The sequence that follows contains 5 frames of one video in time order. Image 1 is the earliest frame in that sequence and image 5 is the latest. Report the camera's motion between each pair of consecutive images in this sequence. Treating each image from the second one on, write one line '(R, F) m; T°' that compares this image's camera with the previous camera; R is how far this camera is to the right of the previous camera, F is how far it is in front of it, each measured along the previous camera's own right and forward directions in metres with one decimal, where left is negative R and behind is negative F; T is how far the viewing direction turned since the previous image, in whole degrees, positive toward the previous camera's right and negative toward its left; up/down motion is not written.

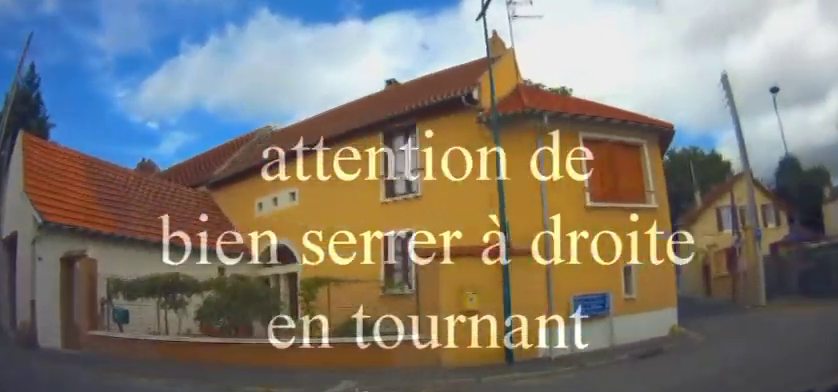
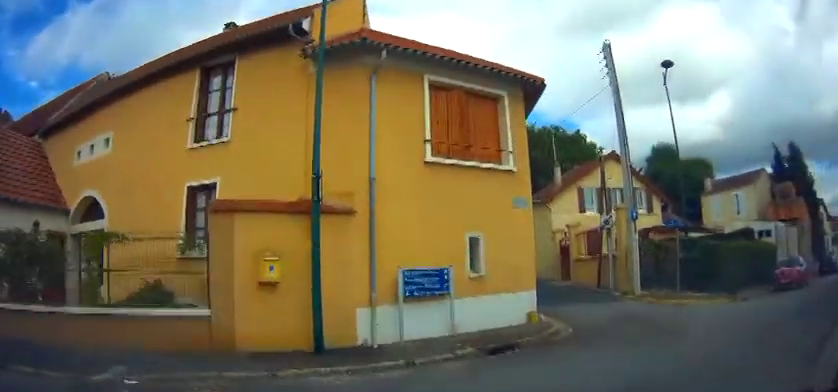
(+0.3, +2.0) m; +15°
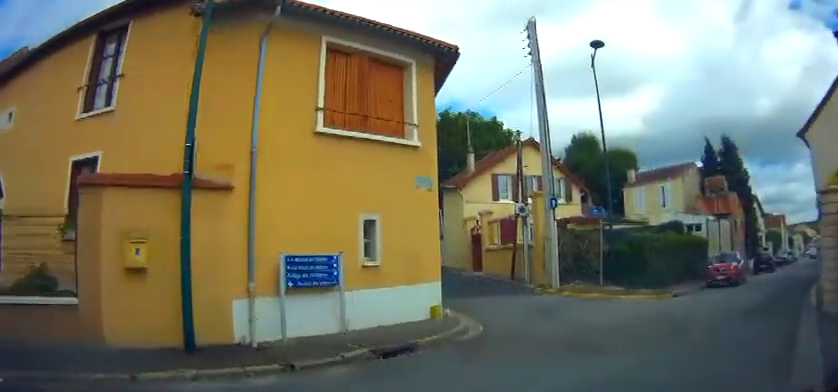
(0.0, +1.2) m; +7°
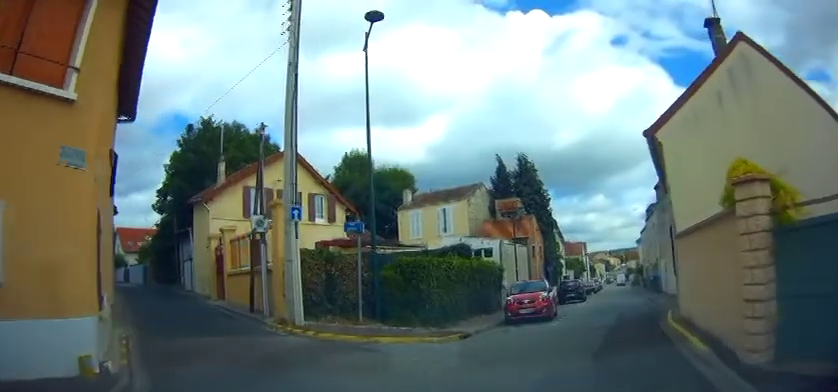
(+0.7, +3.3) m; +17°
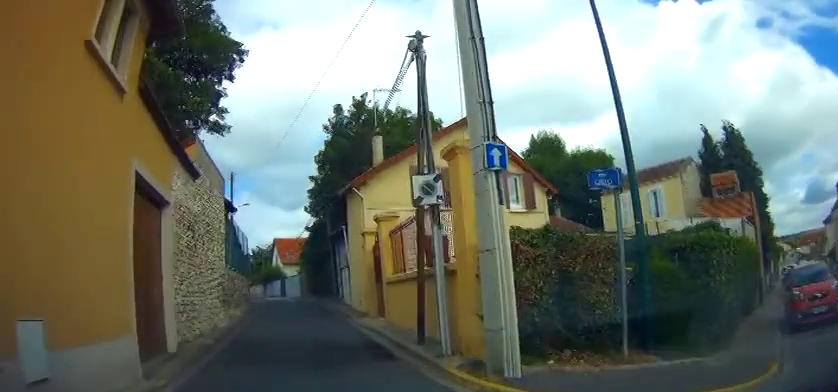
(-0.6, +6.5) m; -16°
